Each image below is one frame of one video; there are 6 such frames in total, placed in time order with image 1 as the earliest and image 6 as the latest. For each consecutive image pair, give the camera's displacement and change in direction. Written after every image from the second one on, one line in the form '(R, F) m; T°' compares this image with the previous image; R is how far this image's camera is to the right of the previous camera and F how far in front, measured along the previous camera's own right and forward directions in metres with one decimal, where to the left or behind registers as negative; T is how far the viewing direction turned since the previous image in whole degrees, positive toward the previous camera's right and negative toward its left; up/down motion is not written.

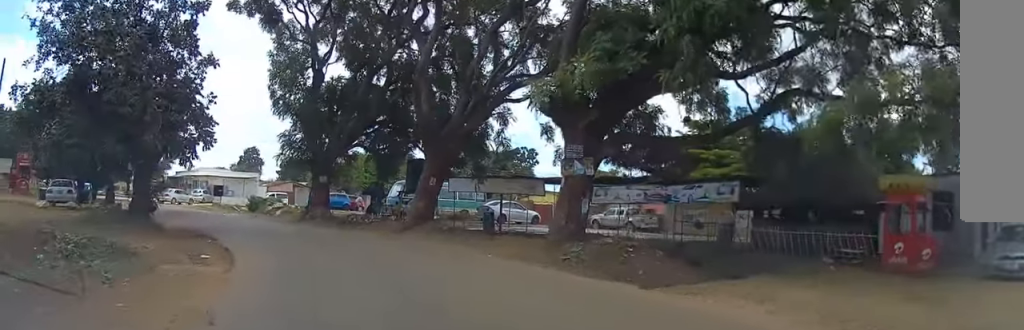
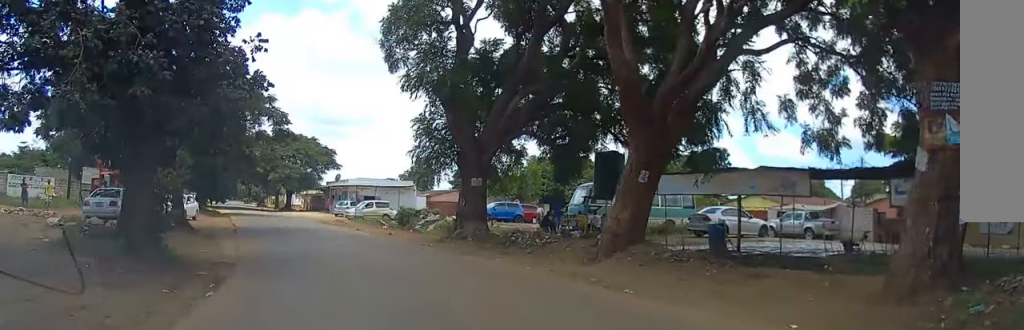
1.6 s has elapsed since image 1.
(-1.2, +10.2) m; -17°
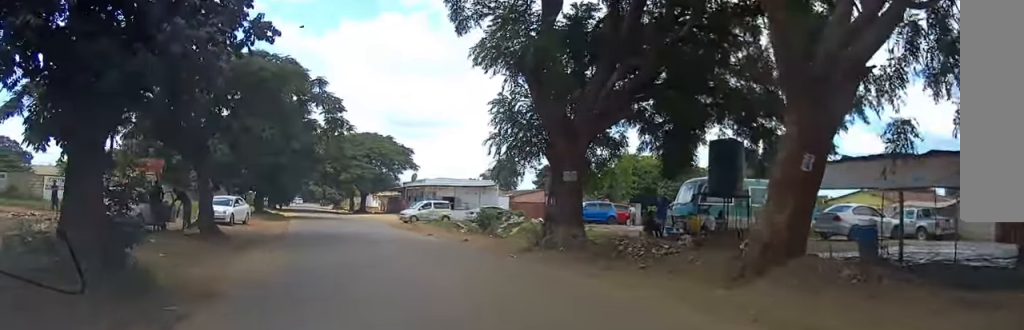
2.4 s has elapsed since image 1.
(-0.5, +4.5) m; -7°
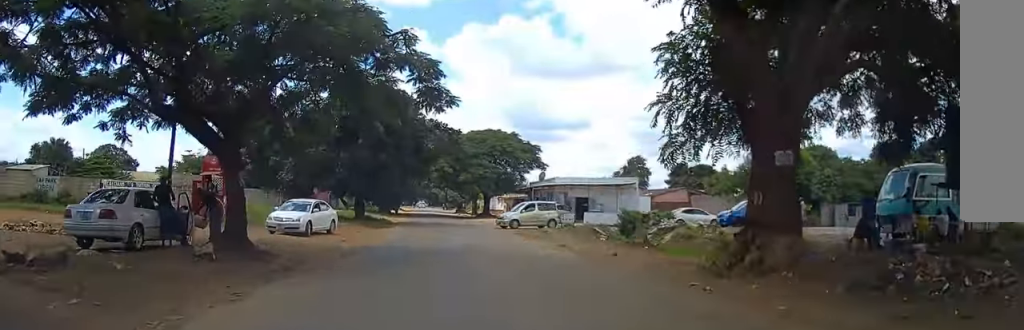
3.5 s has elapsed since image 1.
(-0.5, +7.0) m; -9°
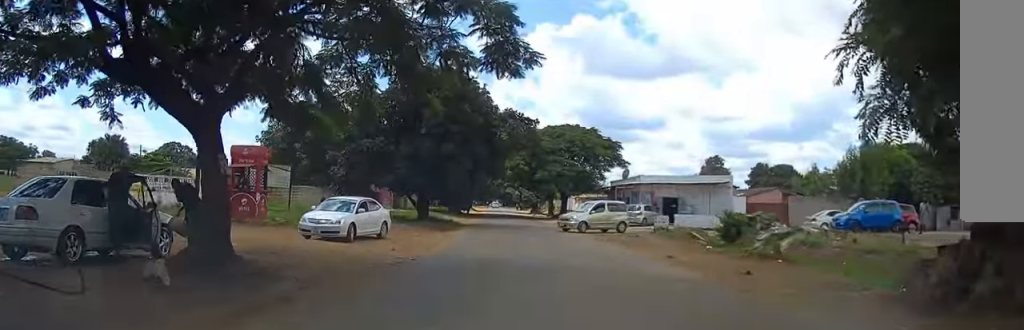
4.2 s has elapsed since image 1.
(-0.3, +4.8) m; -5°
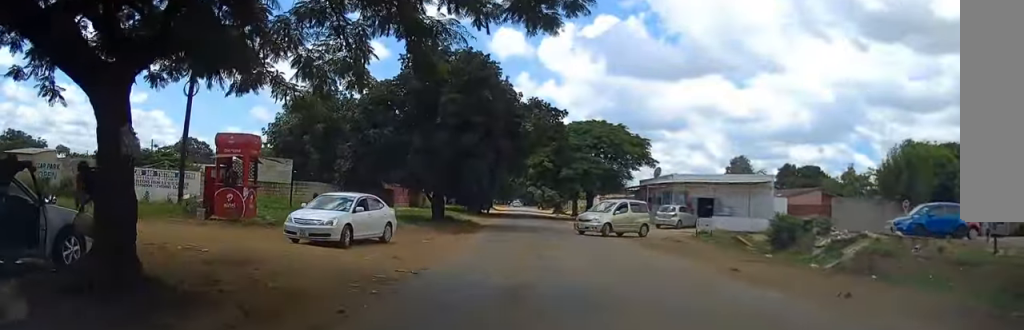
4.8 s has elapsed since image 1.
(-0.1, +3.4) m; -3°
